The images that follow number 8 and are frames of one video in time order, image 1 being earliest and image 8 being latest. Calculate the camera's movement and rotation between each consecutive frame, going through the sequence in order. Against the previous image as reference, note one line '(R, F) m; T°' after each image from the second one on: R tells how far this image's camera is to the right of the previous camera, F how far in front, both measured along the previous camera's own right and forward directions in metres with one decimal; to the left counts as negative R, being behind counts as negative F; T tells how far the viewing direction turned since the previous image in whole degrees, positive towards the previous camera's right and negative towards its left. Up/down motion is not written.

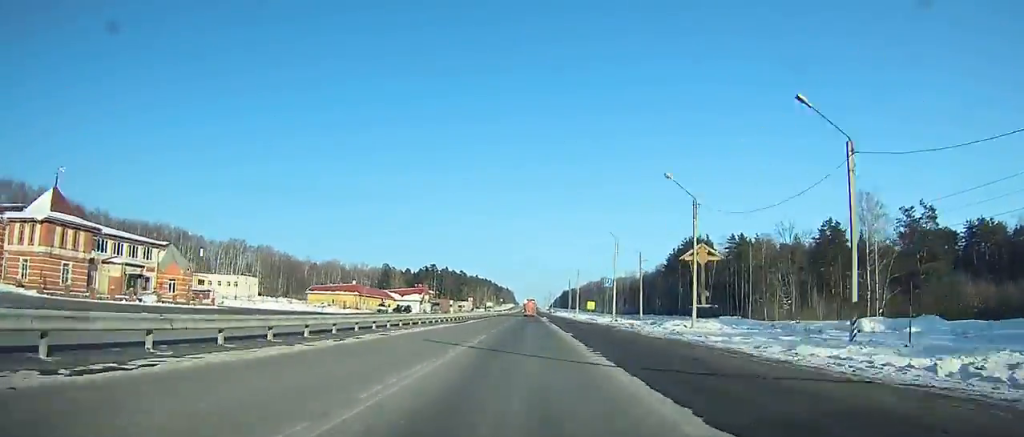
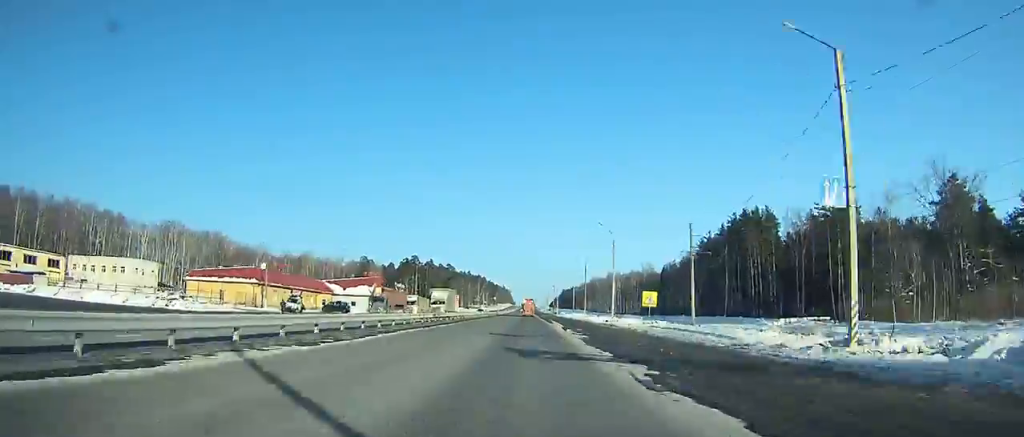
(0.0, +49.6) m; 0°
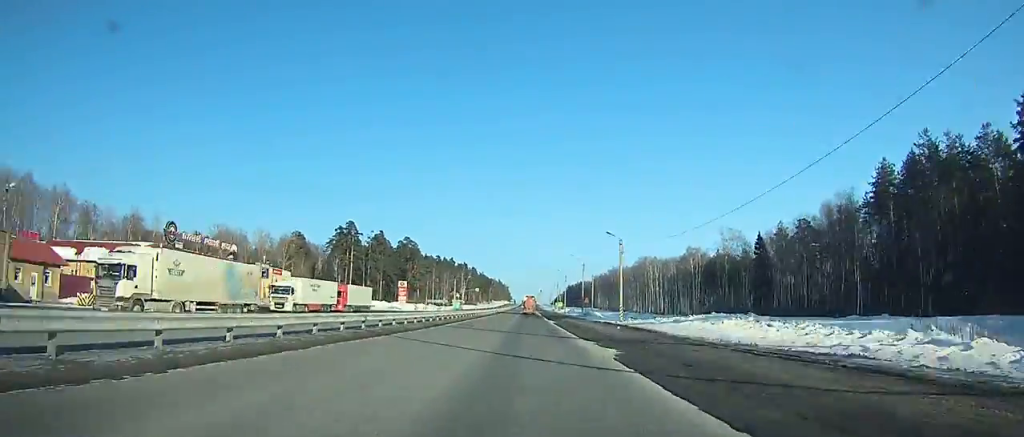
(+0.1, +105.8) m; 0°
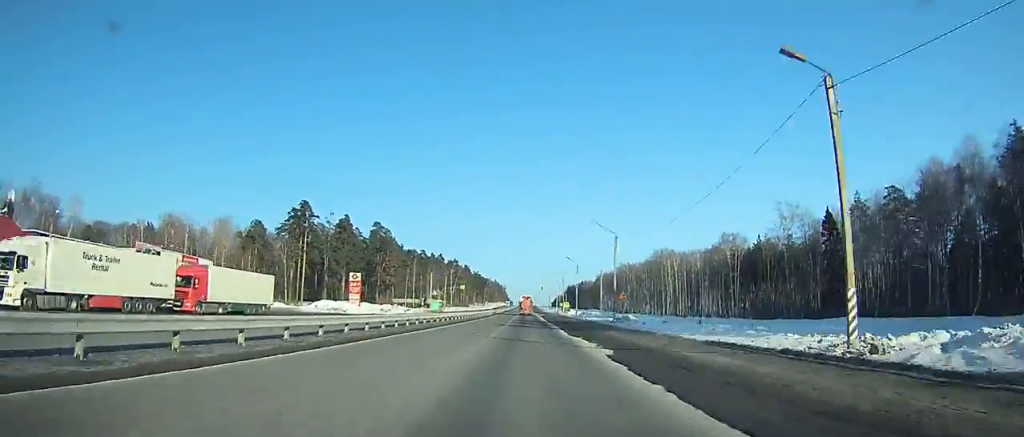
(0.0, +38.8) m; 0°
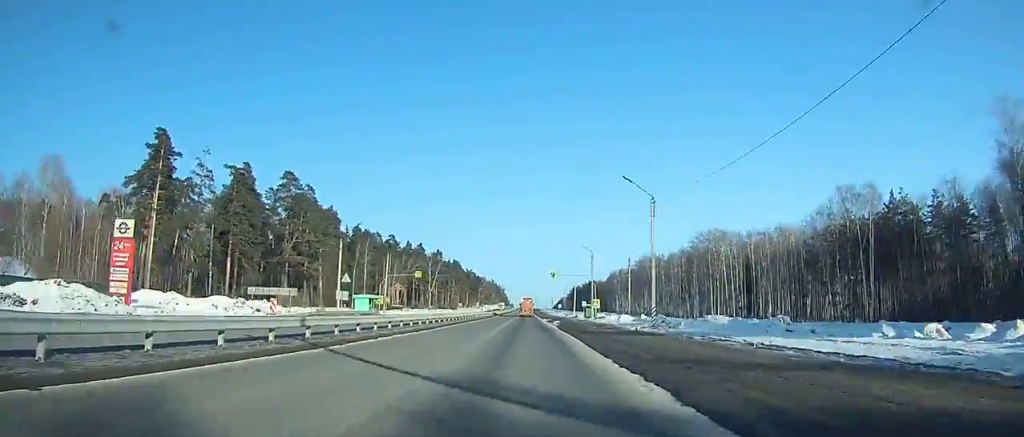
(0.0, +65.1) m; 0°
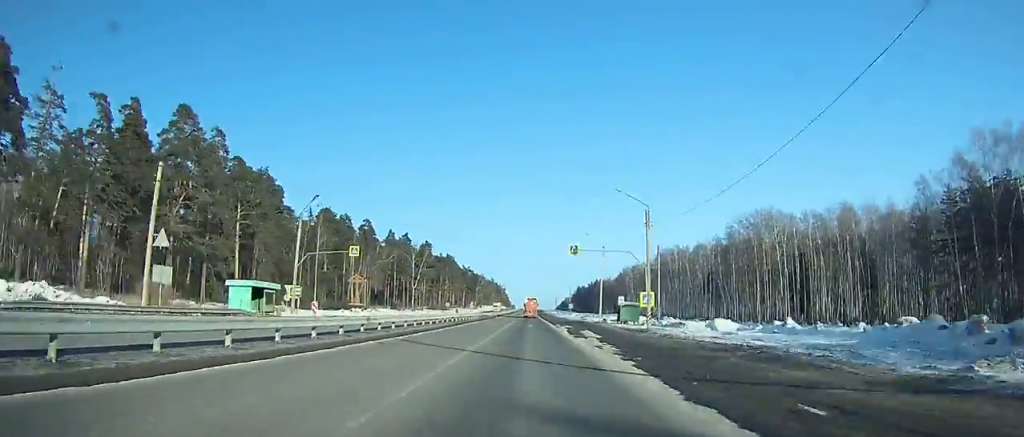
(-0.1, +36.3) m; 0°
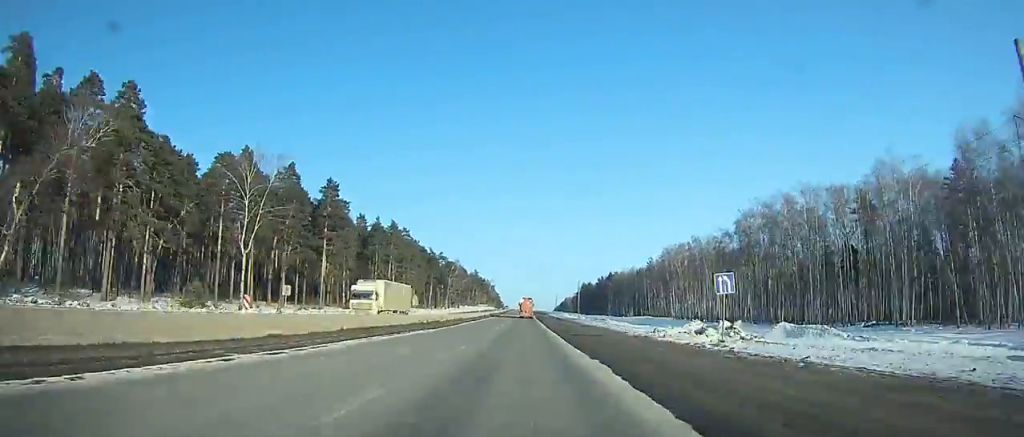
(+0.2, +108.8) m; 0°
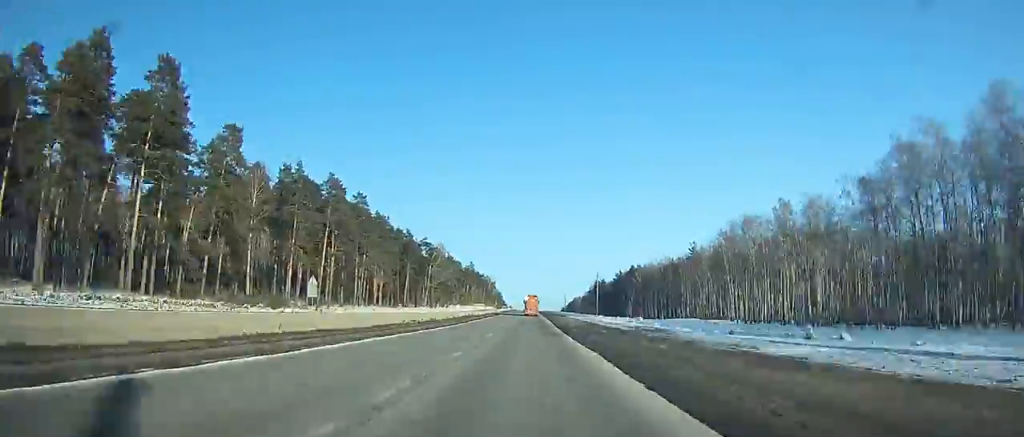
(-0.3, +61.3) m; 0°
